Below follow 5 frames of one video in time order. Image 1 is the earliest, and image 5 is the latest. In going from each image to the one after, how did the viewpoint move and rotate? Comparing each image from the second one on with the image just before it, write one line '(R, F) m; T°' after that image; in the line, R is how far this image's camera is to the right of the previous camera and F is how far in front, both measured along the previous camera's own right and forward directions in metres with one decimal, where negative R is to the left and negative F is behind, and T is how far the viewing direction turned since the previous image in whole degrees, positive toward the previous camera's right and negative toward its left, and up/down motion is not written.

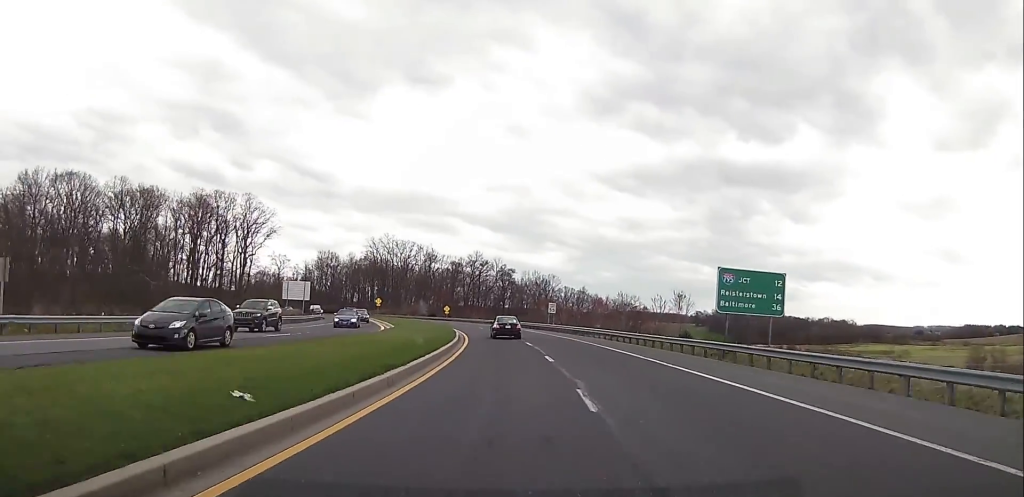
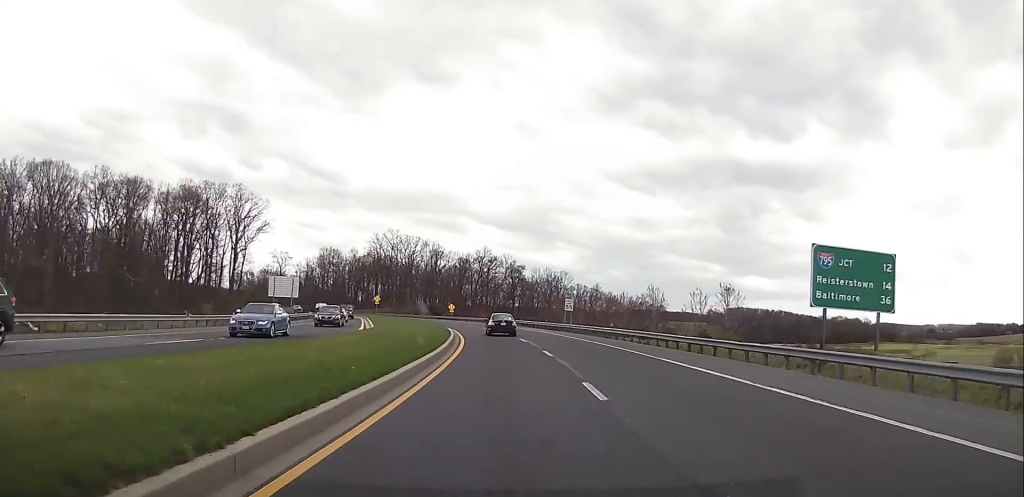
(0.0, +10.6) m; -2°
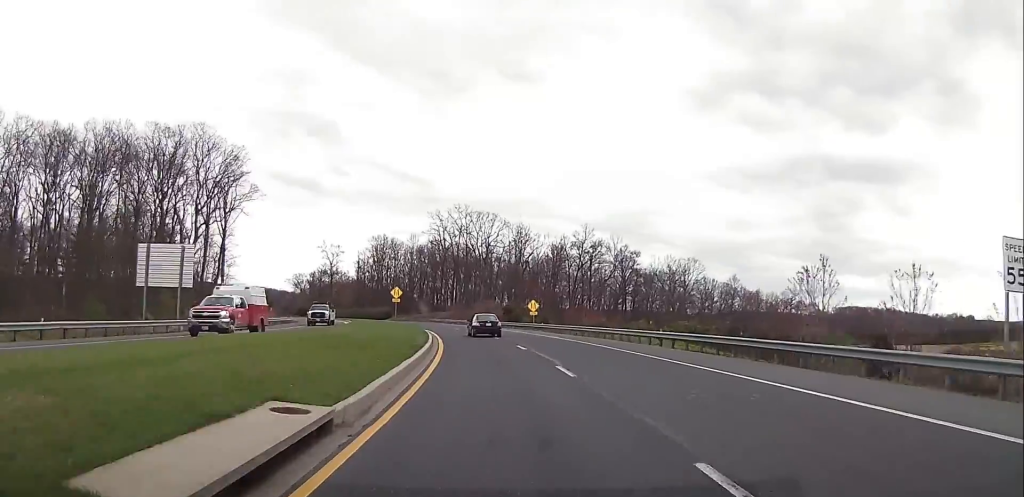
(-3.0, +56.5) m; -8°
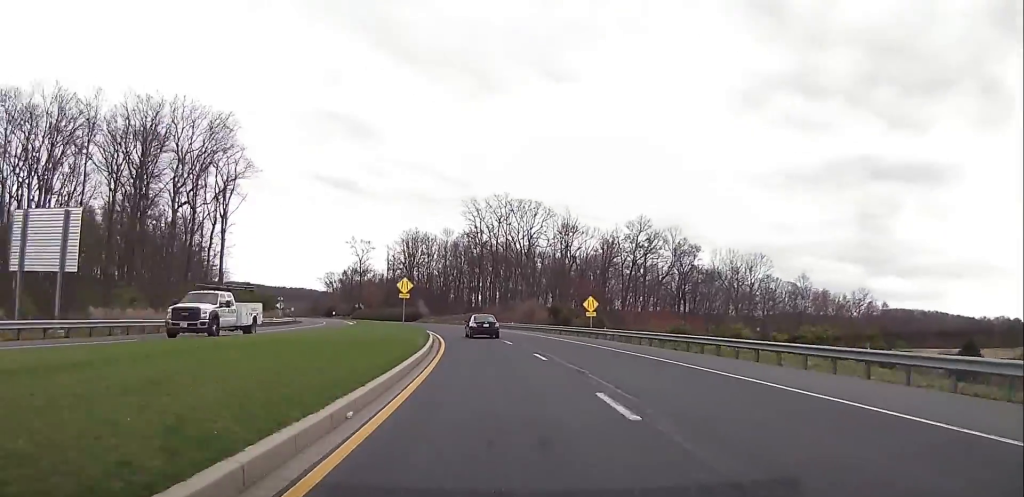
(-1.0, +18.4) m; -3°
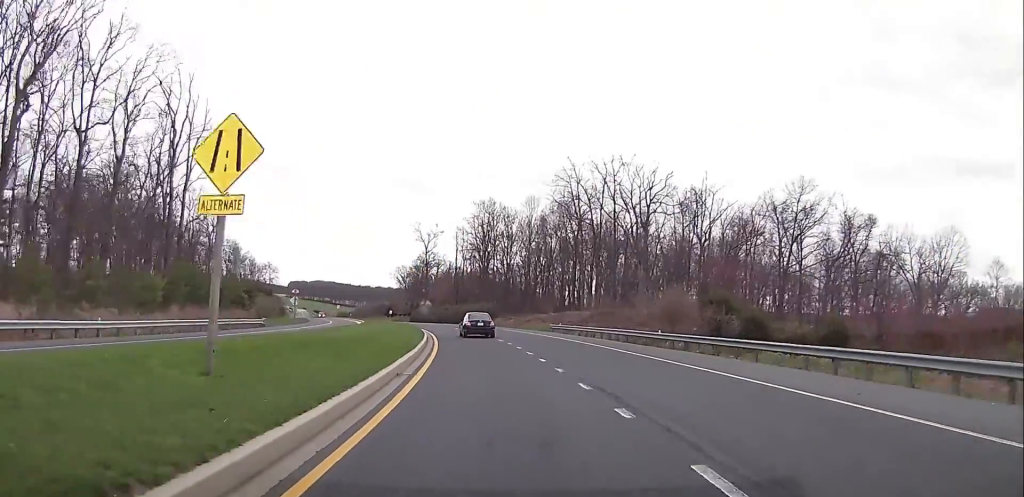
(-2.2, +43.3) m; -7°
